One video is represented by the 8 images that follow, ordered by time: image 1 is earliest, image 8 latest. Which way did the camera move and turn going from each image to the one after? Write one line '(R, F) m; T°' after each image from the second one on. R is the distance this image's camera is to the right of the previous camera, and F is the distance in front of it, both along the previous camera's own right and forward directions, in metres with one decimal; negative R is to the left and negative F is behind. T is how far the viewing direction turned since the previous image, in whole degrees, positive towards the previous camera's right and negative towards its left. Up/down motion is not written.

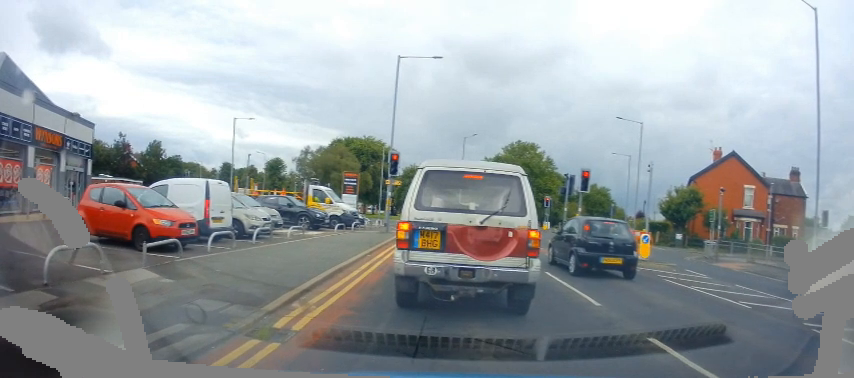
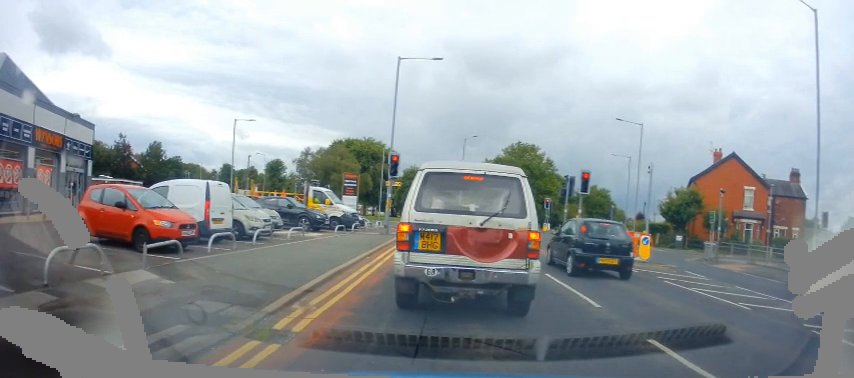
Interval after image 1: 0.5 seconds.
(0.0, 0.0) m; 0°
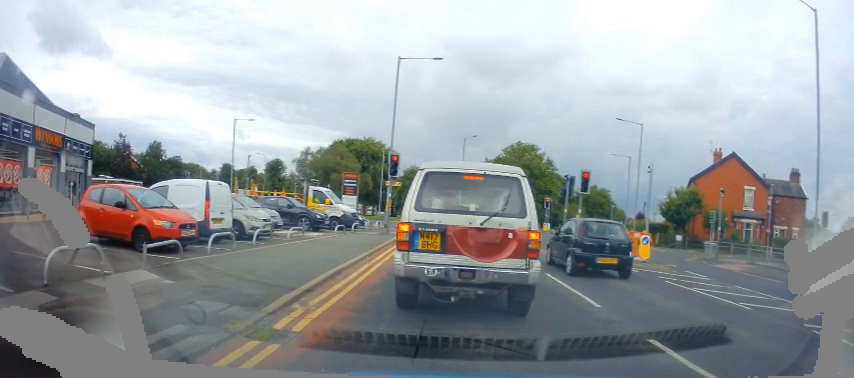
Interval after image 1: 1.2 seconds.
(0.0, 0.0) m; 0°
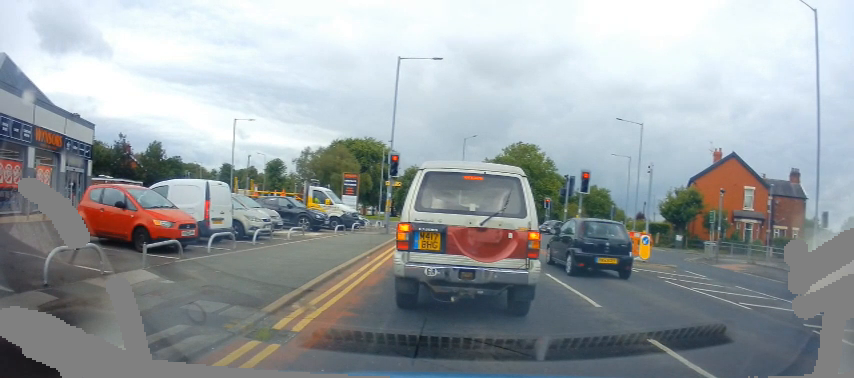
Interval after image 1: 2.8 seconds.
(0.0, 0.0) m; 0°
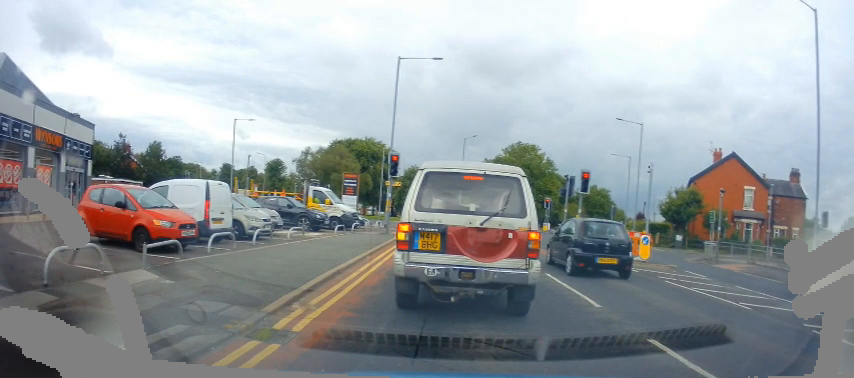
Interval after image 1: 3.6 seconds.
(0.0, 0.0) m; 0°
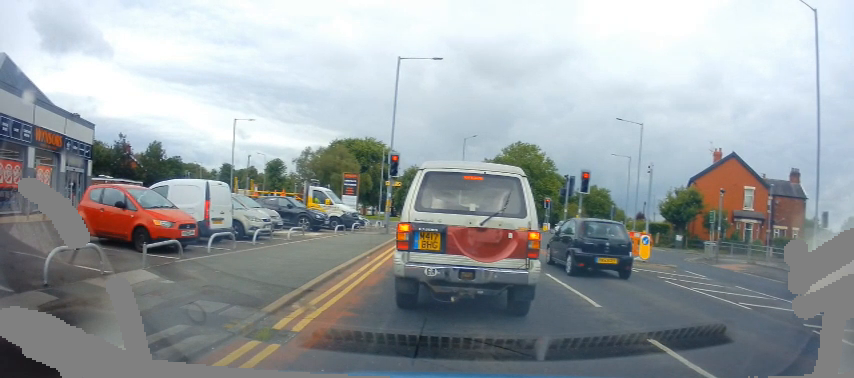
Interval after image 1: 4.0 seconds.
(0.0, 0.0) m; 0°
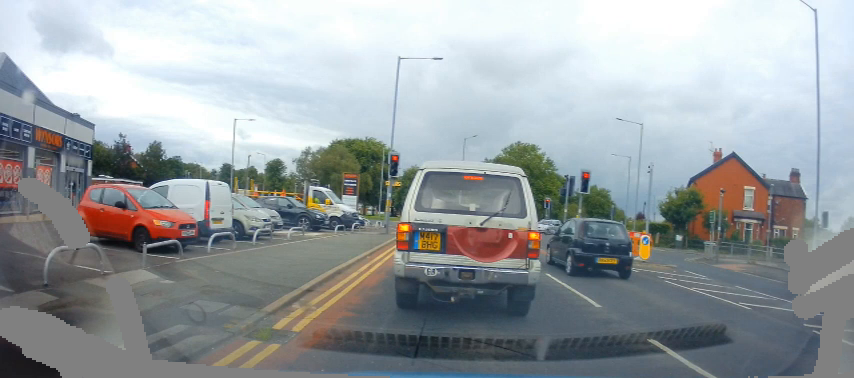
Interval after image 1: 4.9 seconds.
(0.0, 0.0) m; 0°
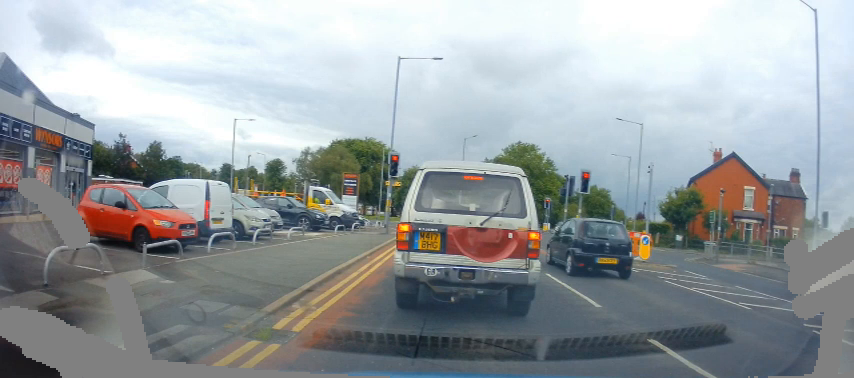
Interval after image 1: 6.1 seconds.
(0.0, 0.0) m; 0°
